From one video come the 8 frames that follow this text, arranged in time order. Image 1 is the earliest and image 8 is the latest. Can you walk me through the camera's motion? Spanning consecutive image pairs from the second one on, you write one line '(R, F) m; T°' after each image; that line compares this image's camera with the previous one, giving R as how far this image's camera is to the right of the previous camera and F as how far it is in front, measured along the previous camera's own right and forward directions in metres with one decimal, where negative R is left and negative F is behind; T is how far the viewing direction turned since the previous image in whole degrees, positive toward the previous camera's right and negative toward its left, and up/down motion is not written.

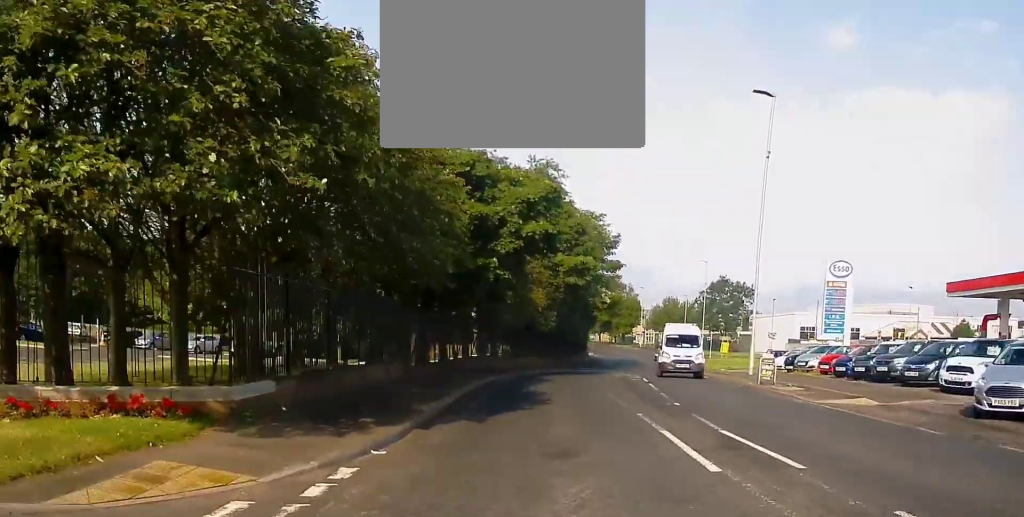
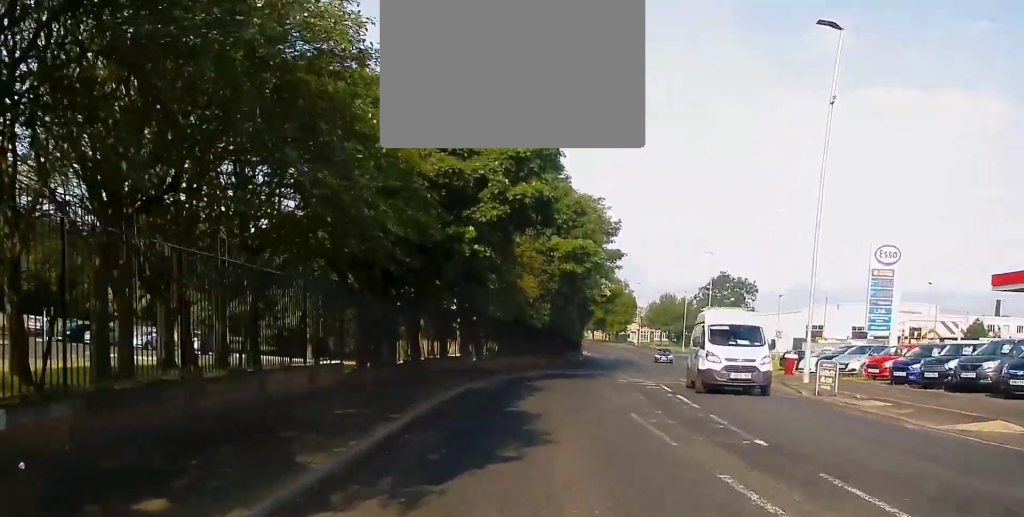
(0.0, +6.7) m; +1°
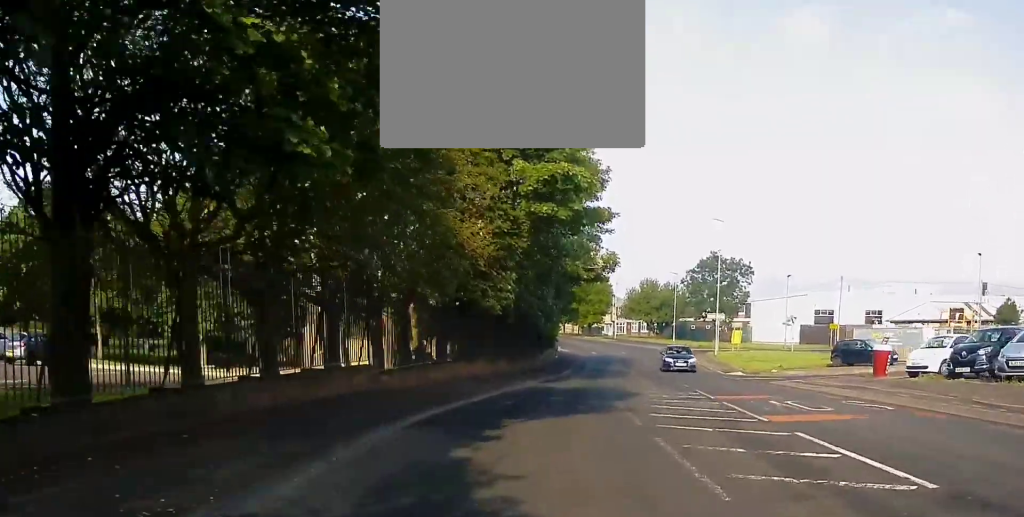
(+0.6, +16.1) m; +2°
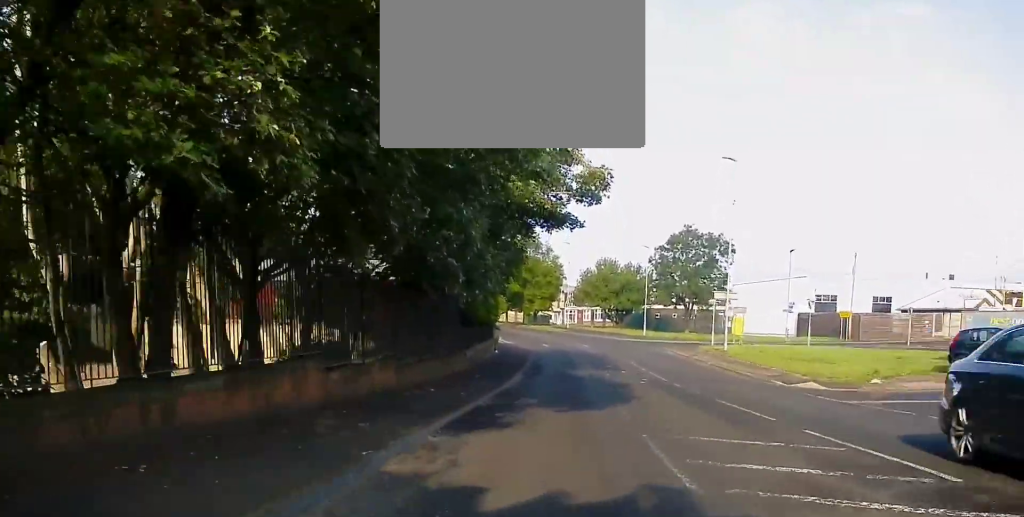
(+0.3, +17.8) m; +4°
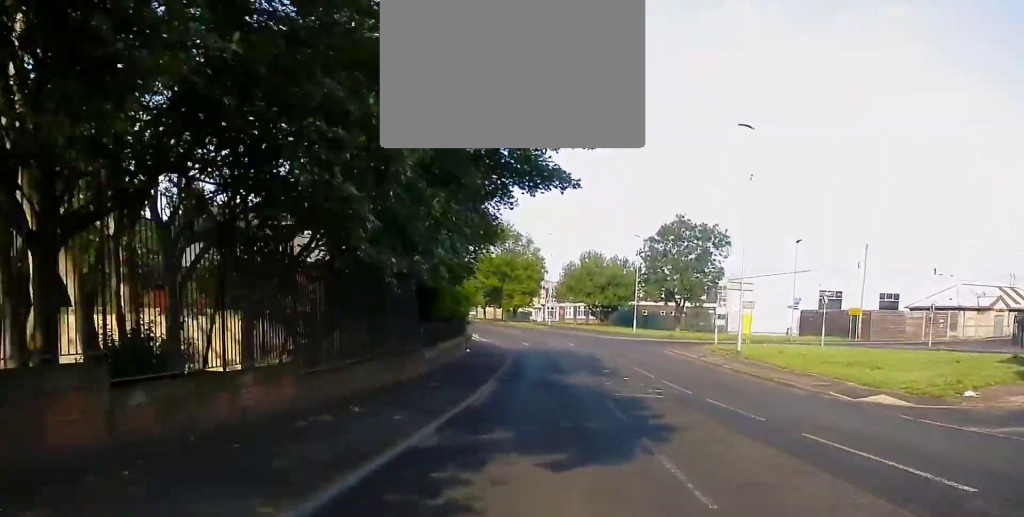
(+0.4, +6.4) m; +1°
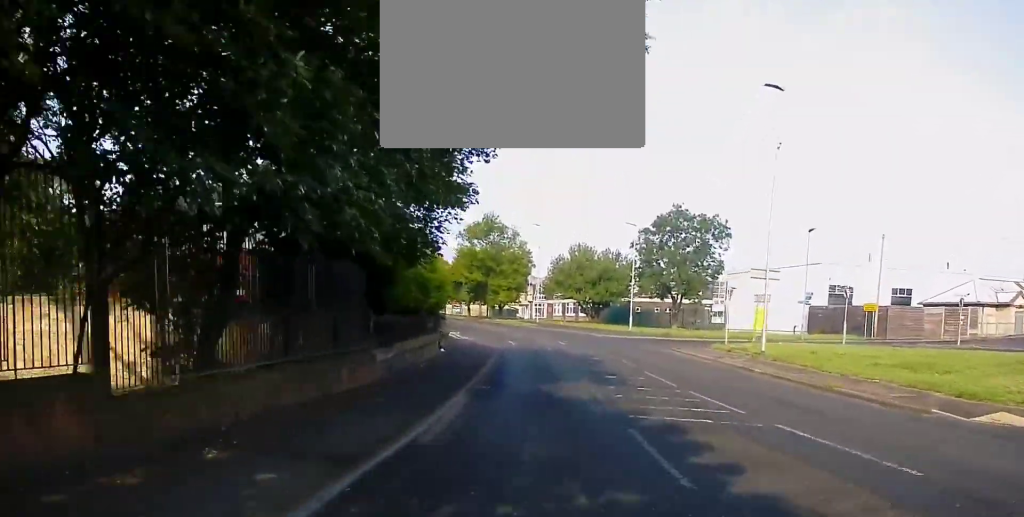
(-0.2, +5.6) m; 0°
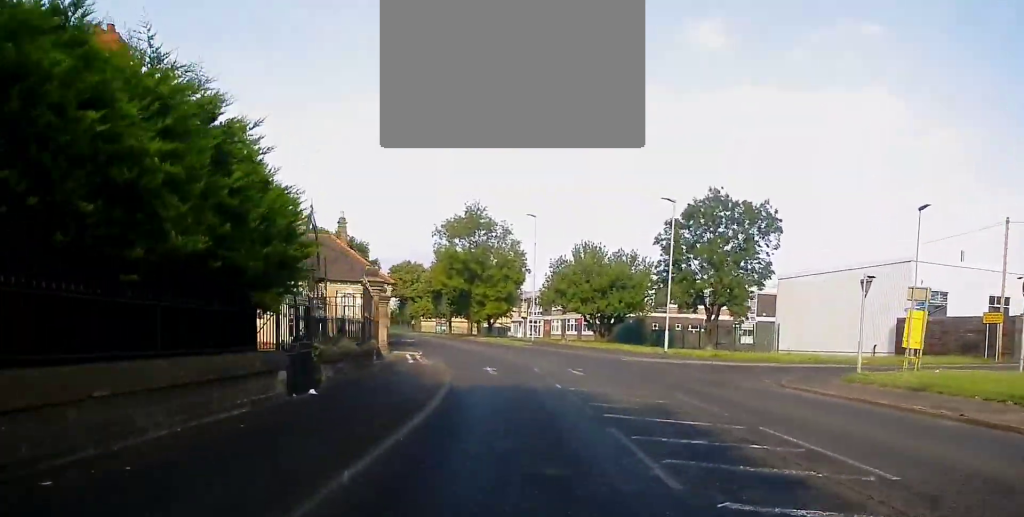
(+0.3, +18.2) m; 0°
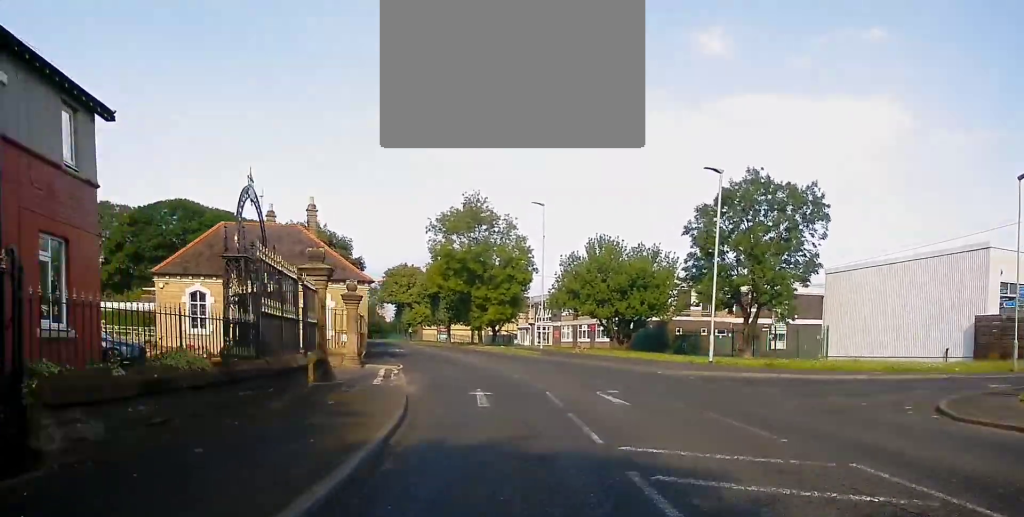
(-0.4, +8.8) m; -1°
